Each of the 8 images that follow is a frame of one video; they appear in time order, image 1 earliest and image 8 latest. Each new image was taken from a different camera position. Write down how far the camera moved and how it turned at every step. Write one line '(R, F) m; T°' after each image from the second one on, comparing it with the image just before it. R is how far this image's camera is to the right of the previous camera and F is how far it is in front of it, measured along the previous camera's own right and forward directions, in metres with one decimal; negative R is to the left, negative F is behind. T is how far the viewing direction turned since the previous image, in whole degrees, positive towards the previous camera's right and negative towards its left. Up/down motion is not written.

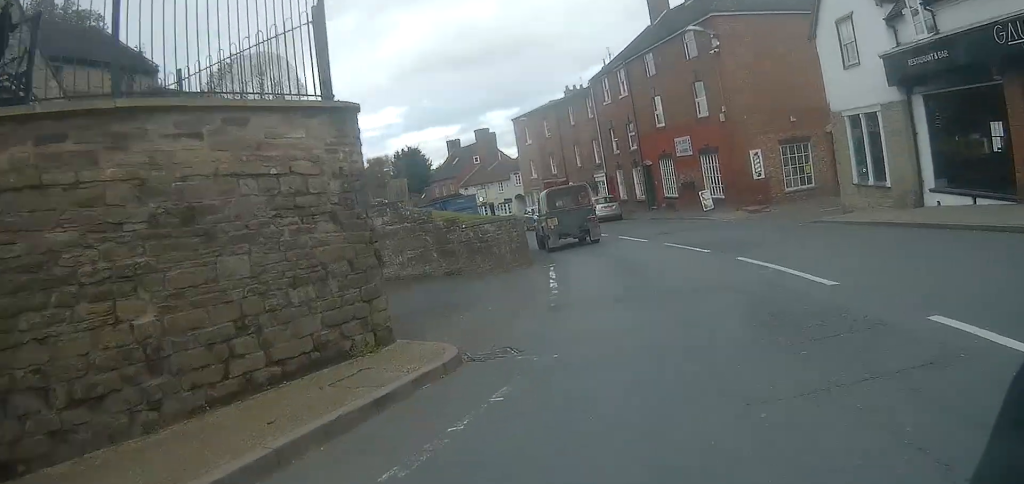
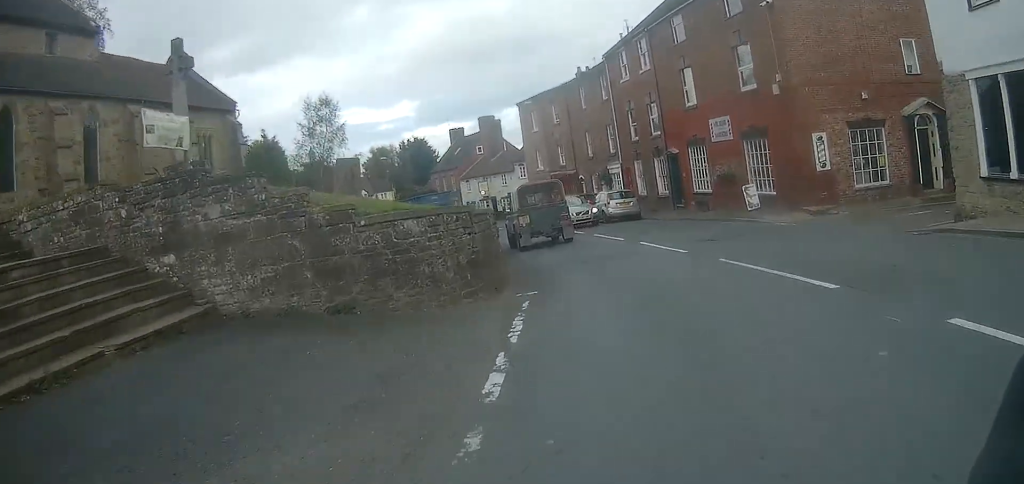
(-0.1, +6.4) m; -3°
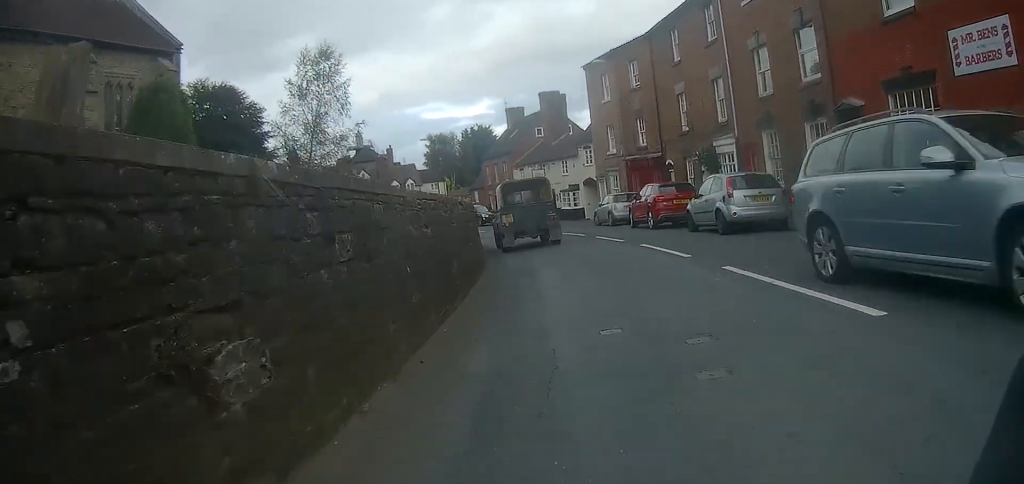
(-1.0, +13.8) m; -8°
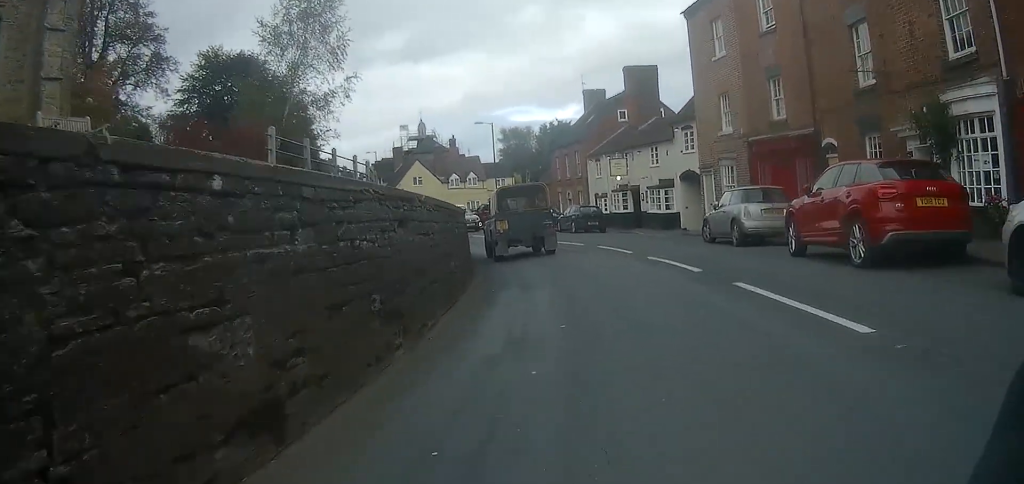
(-0.5, +11.7) m; -4°
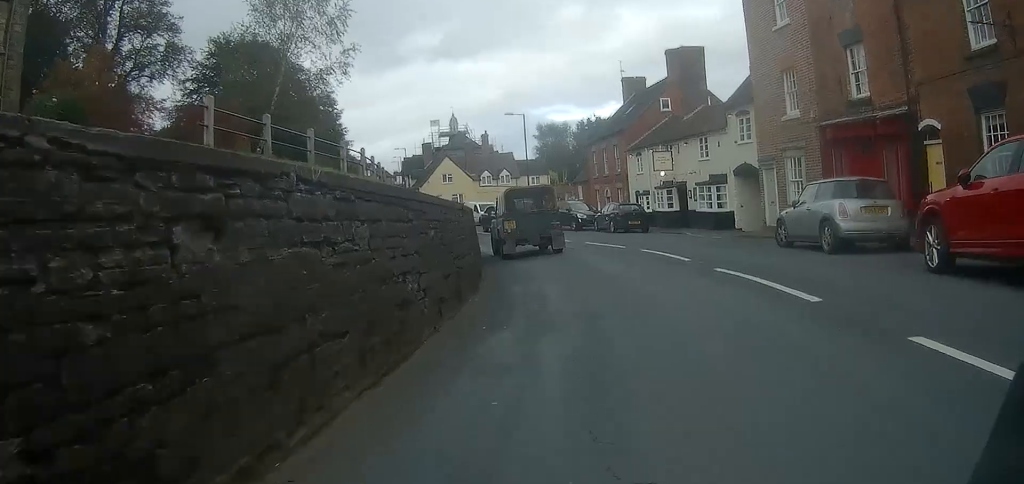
(+0.1, +3.7) m; -2°
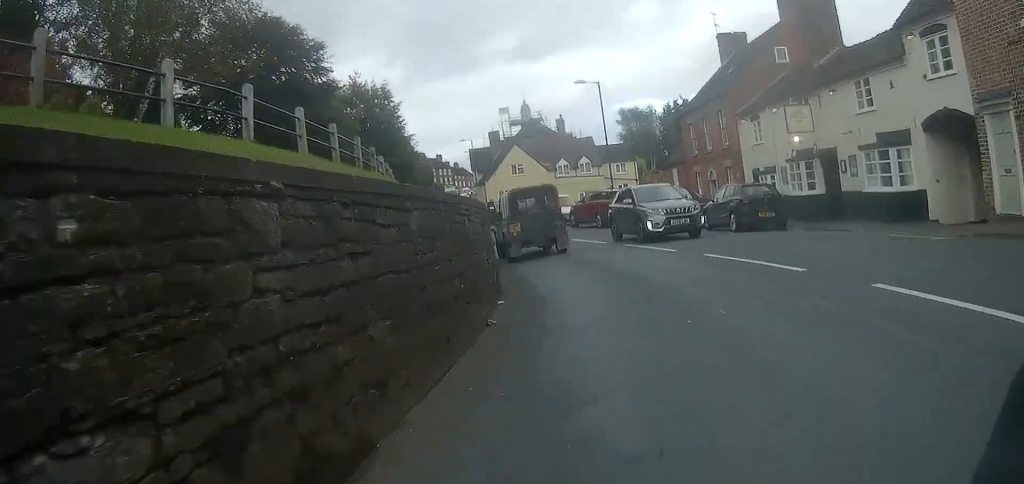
(-0.6, +9.5) m; -8°
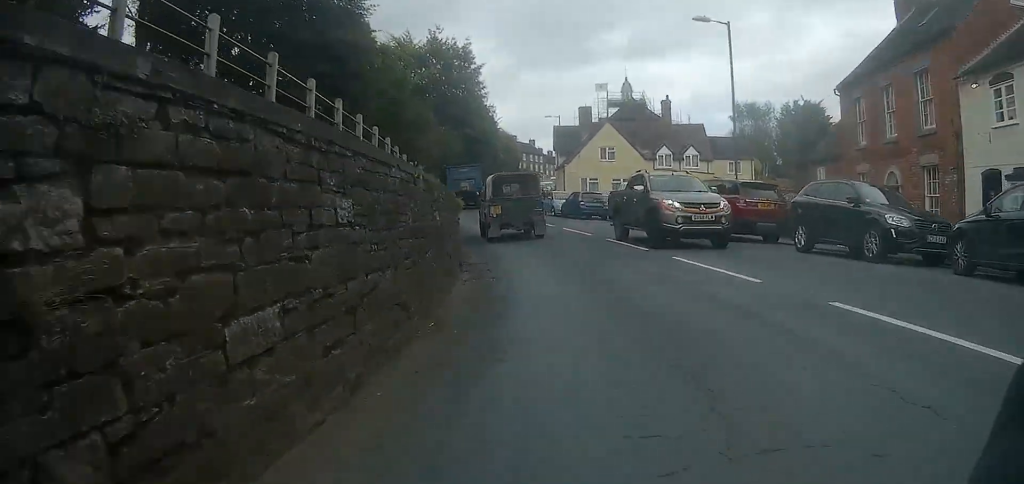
(-1.2, +11.3) m; -12°
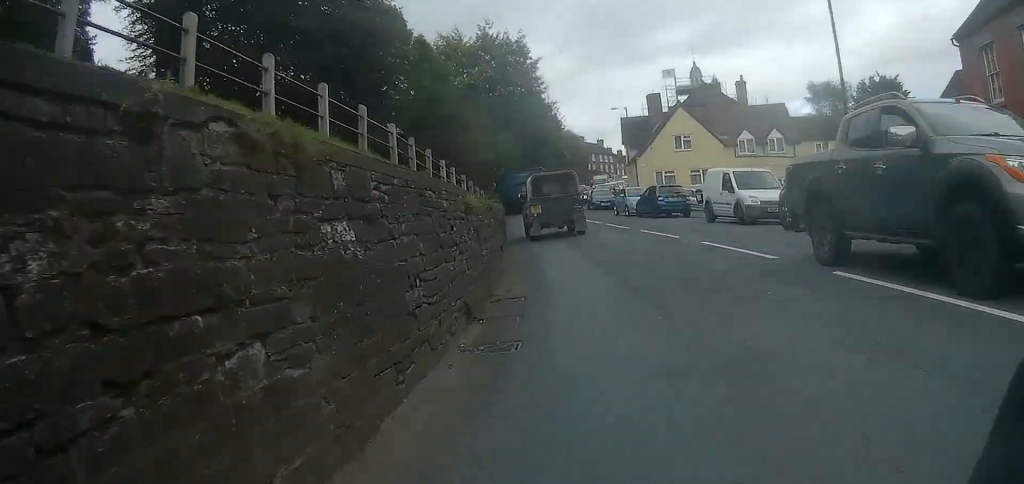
(-0.2, +4.9) m; -5°
